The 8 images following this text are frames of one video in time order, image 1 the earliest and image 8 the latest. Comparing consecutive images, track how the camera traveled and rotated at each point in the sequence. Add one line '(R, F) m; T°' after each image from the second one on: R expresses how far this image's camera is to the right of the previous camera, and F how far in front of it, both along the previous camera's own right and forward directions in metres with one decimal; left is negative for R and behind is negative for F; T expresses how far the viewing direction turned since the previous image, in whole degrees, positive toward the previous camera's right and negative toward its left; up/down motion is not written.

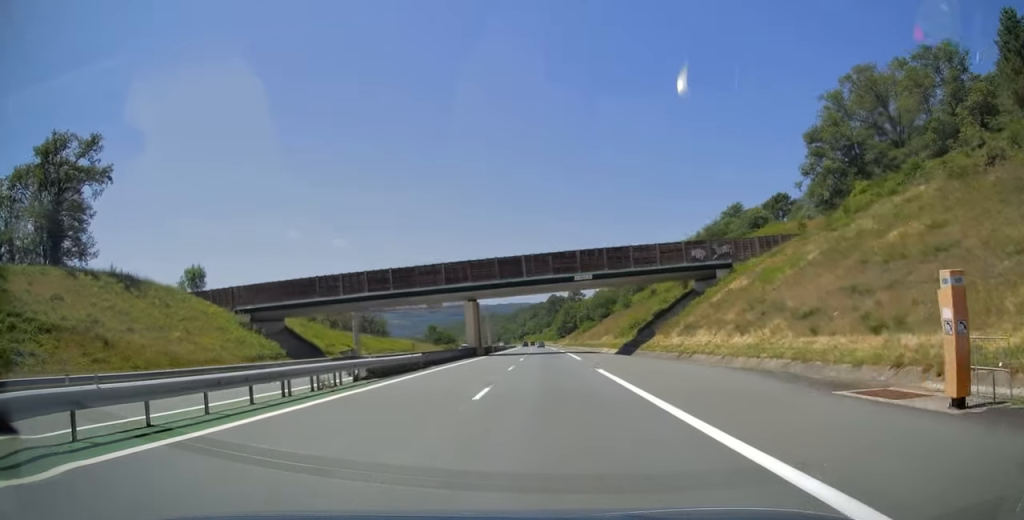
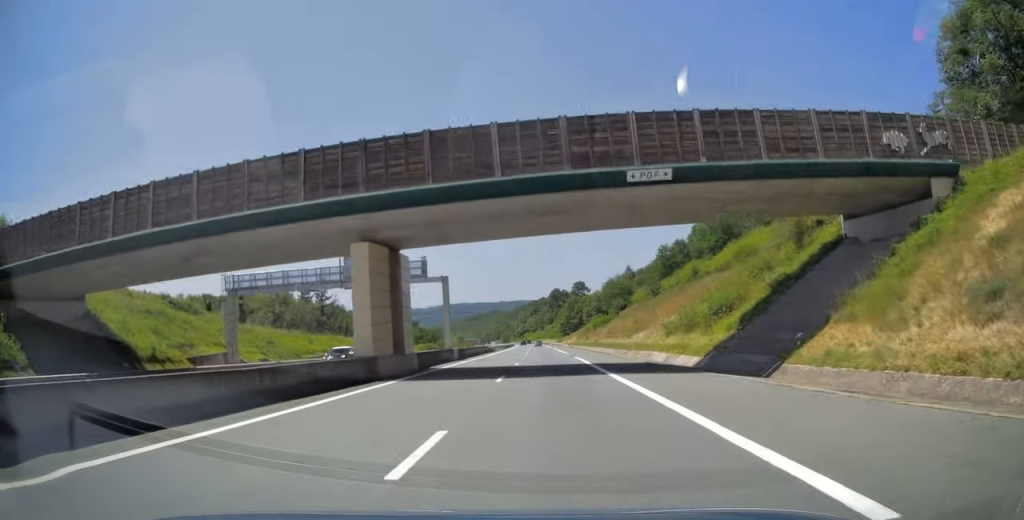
(+0.1, +33.9) m; 0°
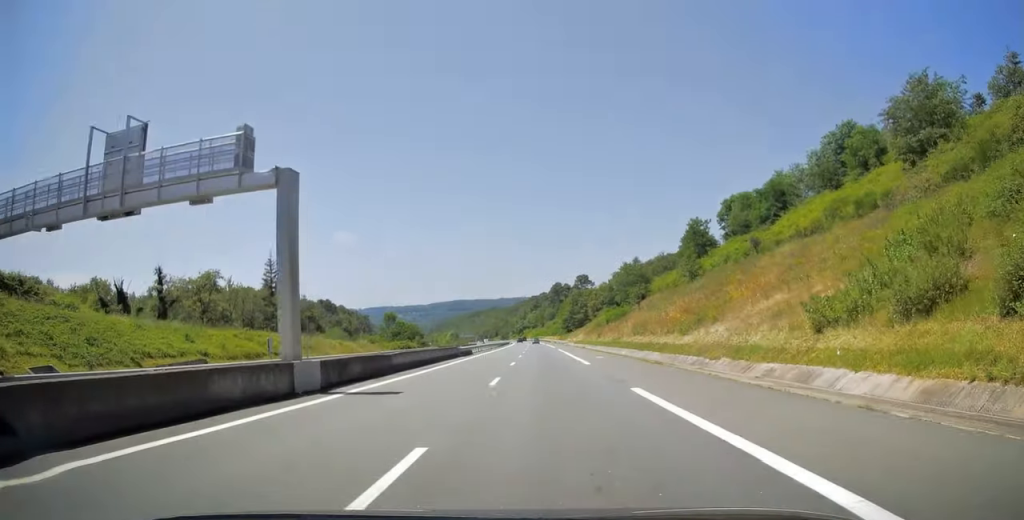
(0.0, +27.3) m; 0°
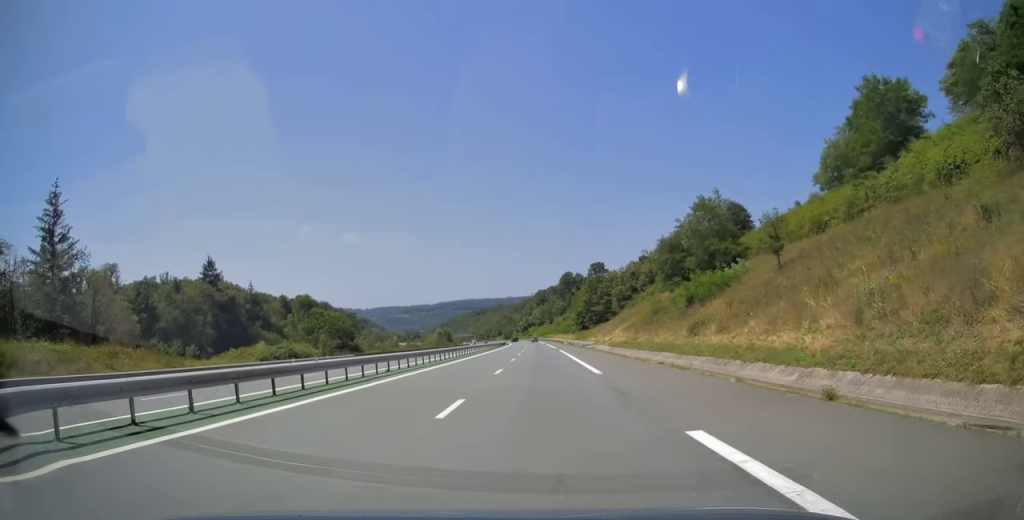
(-1.0, +59.1) m; -1°
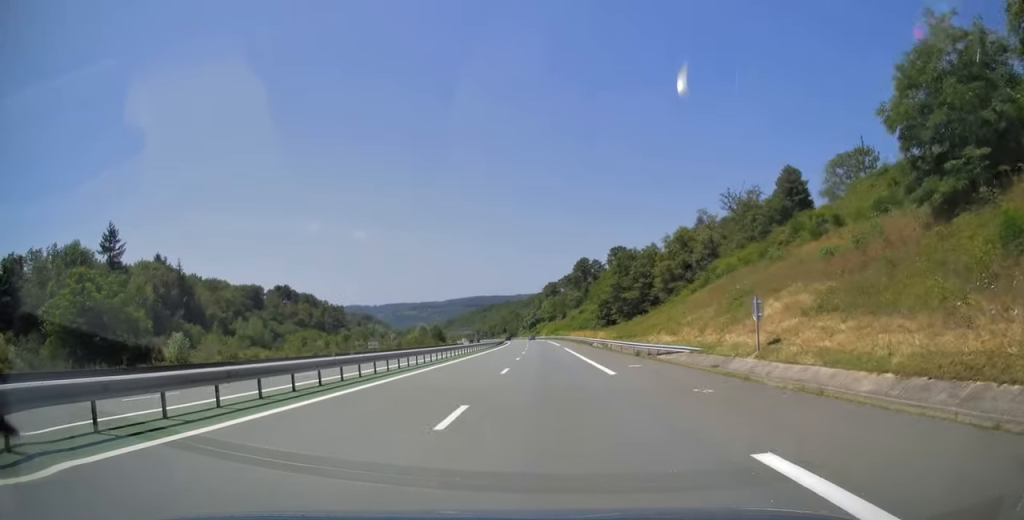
(-0.1, +53.2) m; -1°
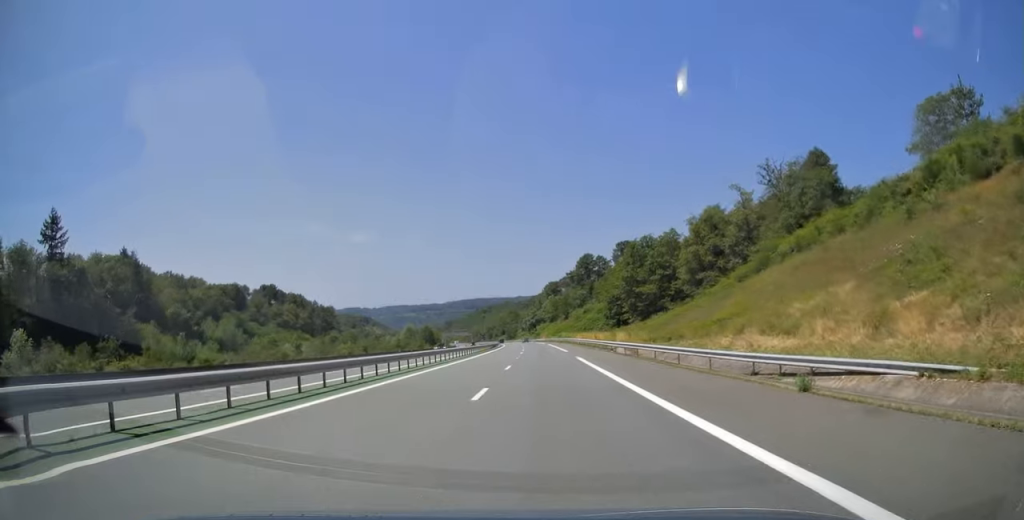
(-0.1, +21.5) m; 0°
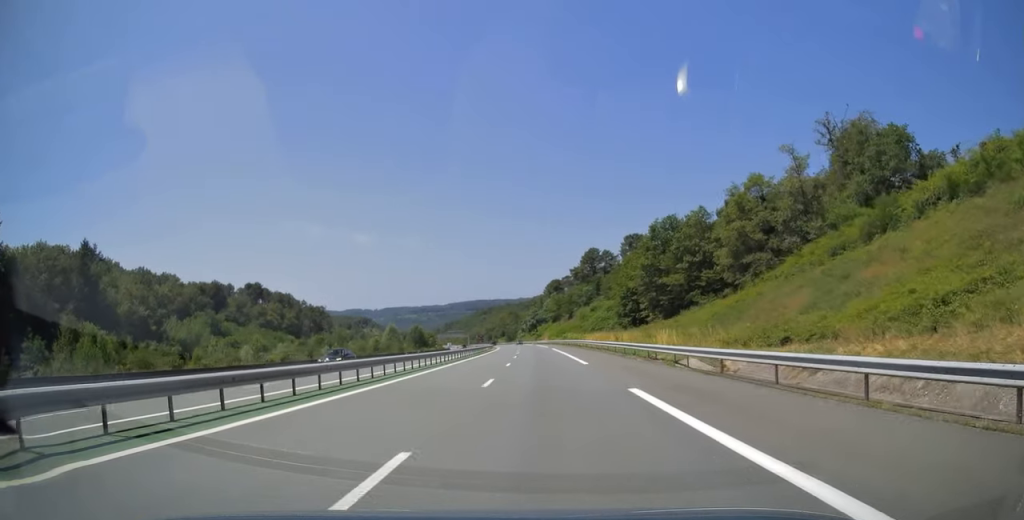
(0.0, +22.0) m; 0°
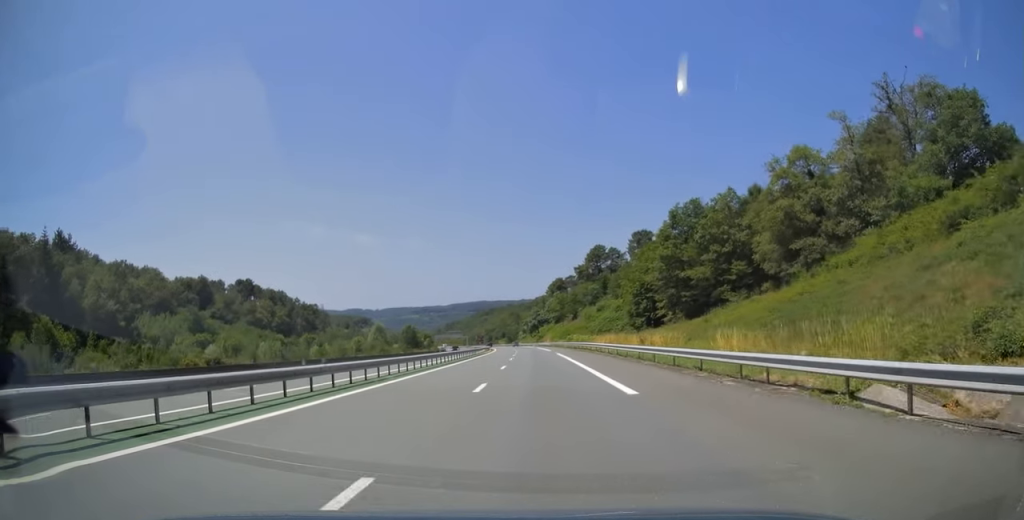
(0.0, +14.4) m; 0°
